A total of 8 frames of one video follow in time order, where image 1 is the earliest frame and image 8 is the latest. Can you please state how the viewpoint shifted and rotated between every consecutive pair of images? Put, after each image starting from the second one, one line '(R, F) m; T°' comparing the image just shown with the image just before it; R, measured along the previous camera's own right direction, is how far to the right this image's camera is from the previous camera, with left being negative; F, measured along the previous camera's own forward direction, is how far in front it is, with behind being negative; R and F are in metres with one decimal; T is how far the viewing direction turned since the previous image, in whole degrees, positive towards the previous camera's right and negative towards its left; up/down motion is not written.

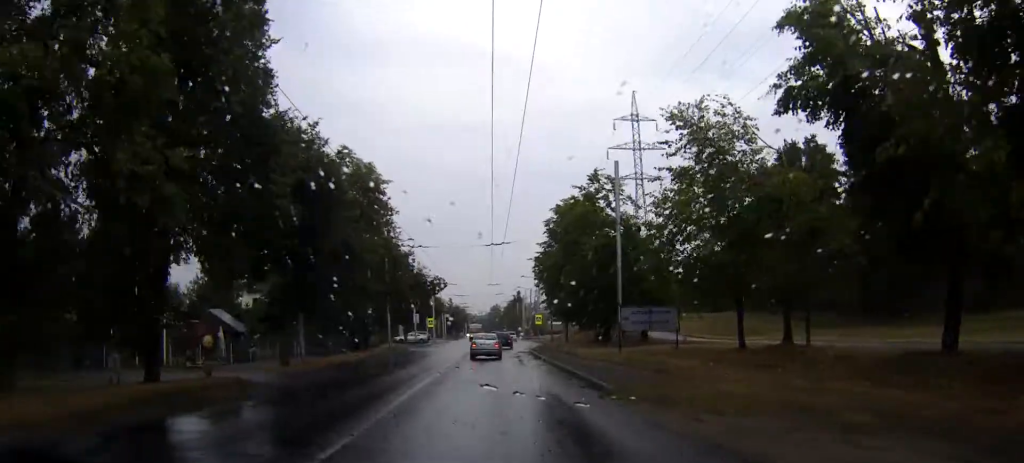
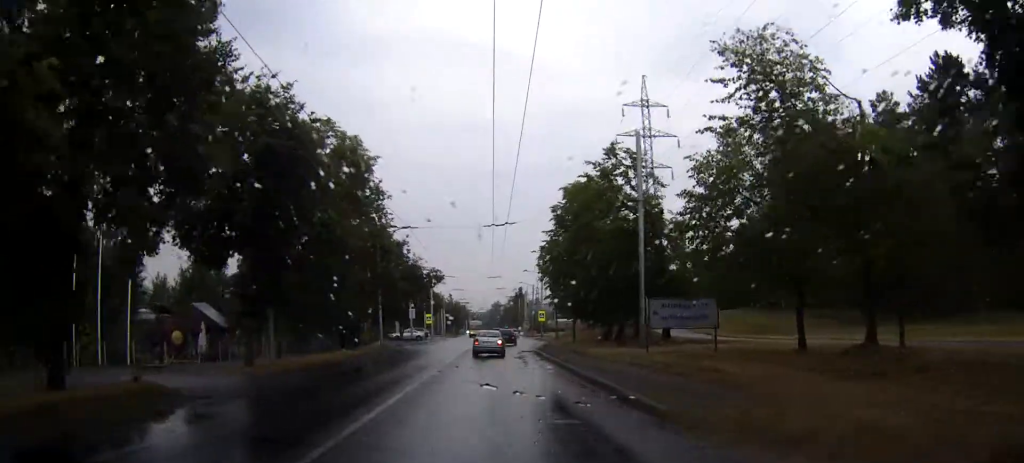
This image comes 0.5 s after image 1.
(0.0, +5.3) m; 0°
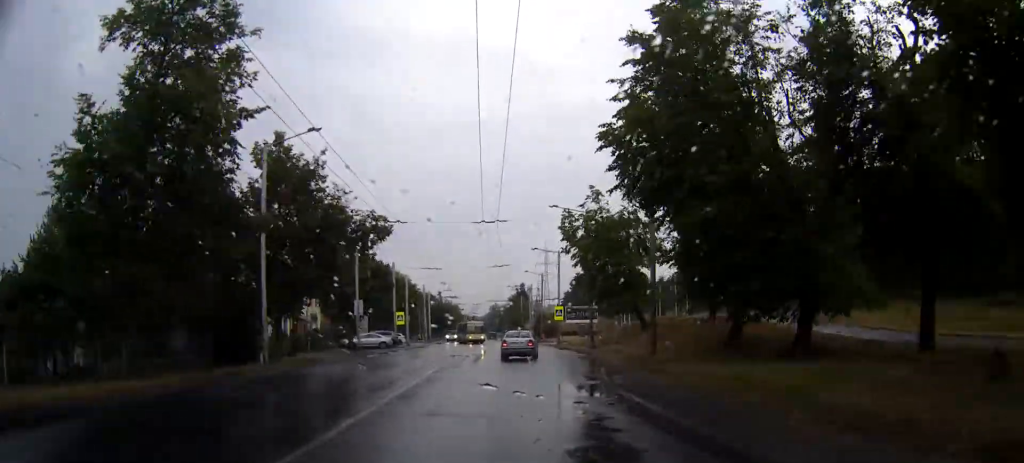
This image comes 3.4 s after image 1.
(0.0, +30.9) m; 0°
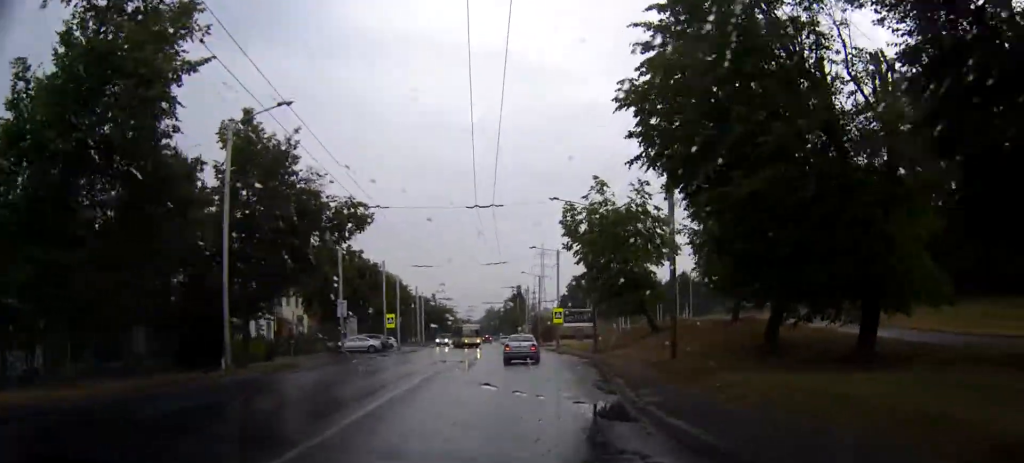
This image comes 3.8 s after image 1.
(0.0, +4.1) m; 0°
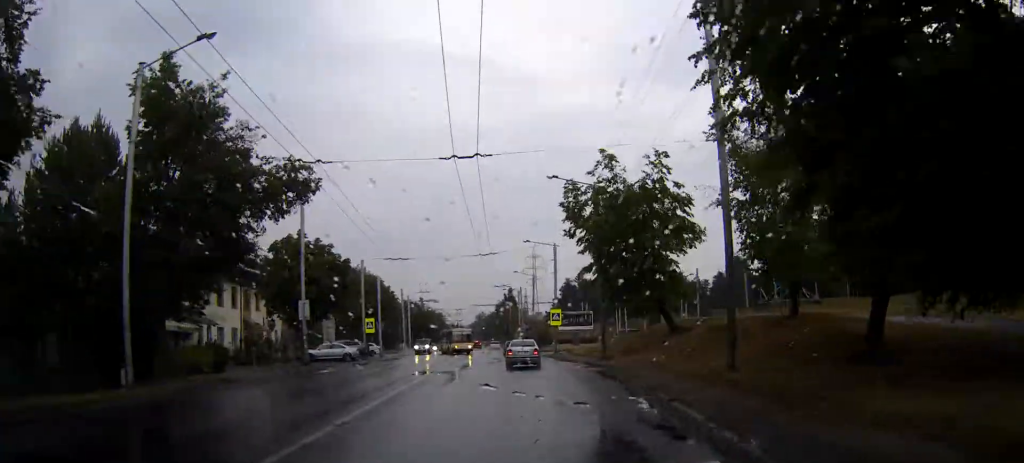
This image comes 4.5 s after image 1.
(0.0, +7.3) m; 0°
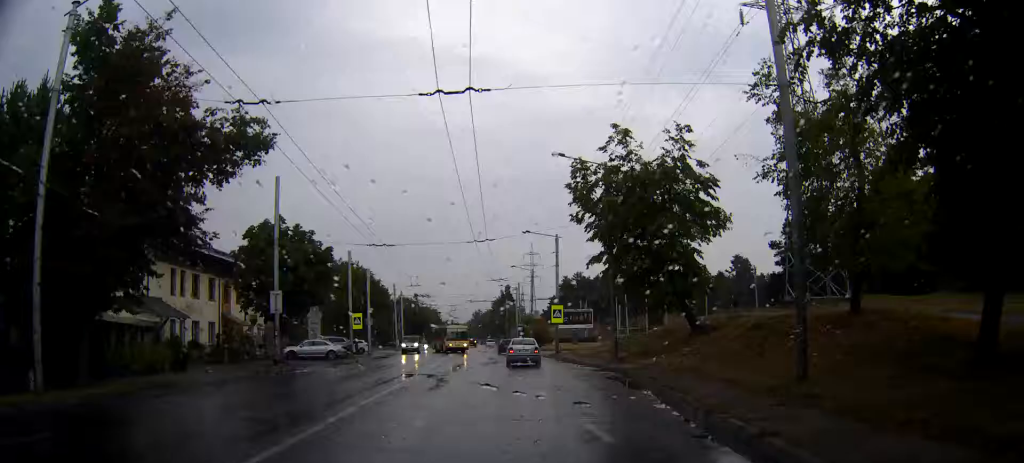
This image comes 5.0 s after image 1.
(0.0, +4.5) m; 0°
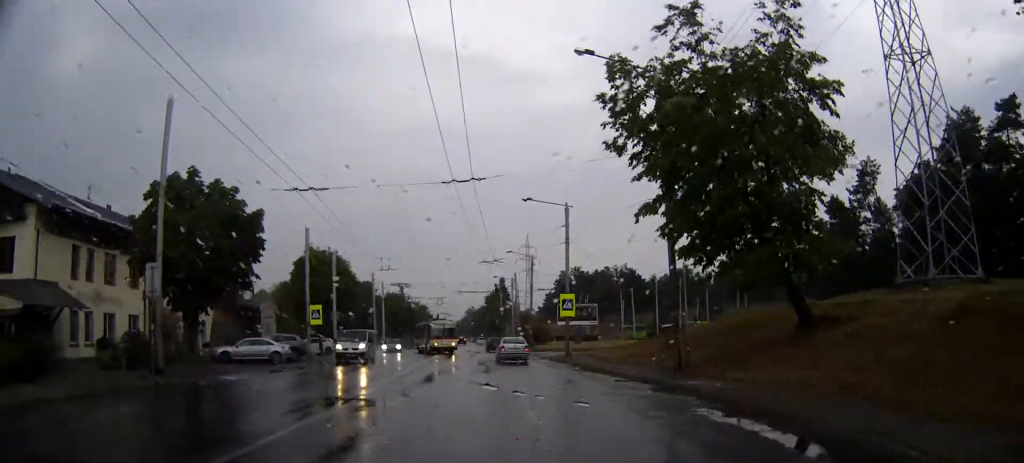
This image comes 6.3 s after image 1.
(0.0, +12.5) m; +2°
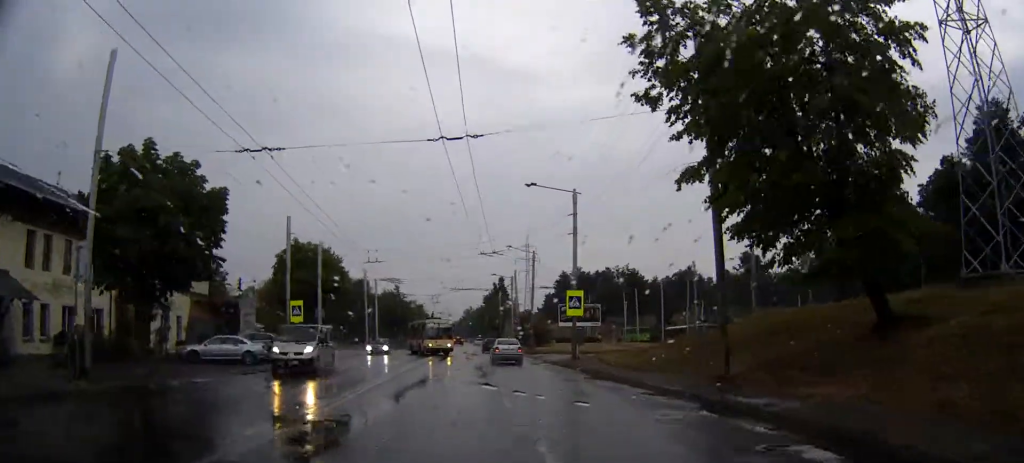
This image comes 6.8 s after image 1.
(0.0, +4.6) m; +1°
